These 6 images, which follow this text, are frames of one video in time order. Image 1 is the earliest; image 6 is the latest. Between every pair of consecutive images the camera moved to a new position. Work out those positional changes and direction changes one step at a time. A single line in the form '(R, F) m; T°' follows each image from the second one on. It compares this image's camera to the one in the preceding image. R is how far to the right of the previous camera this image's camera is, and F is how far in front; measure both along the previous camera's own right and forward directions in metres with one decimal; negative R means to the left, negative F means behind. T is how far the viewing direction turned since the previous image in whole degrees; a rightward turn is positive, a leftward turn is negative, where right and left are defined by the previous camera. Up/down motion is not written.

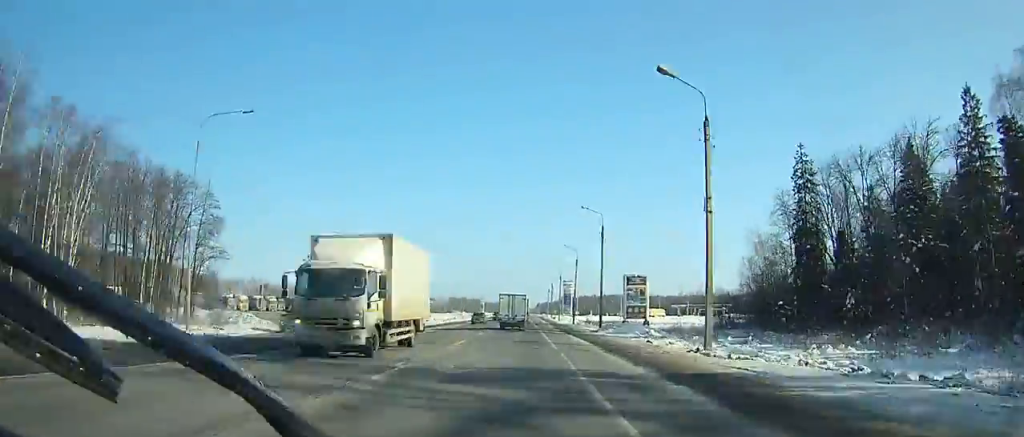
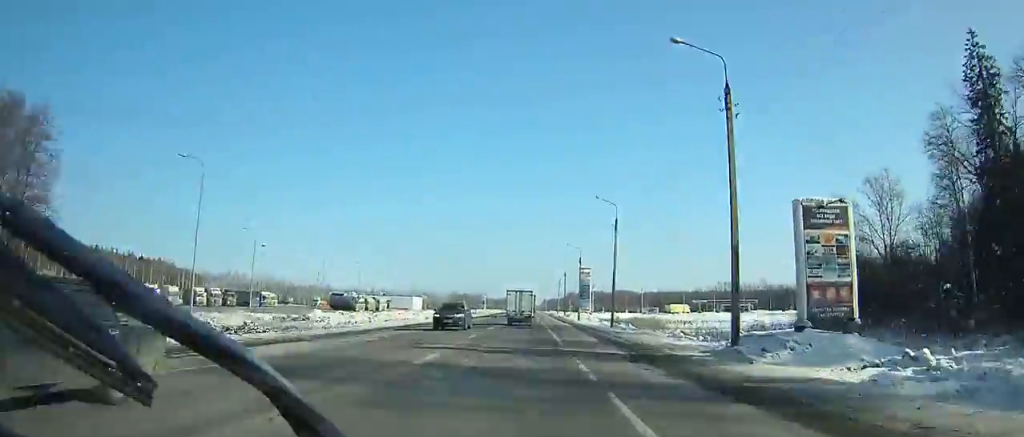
(-0.1, +33.0) m; 0°
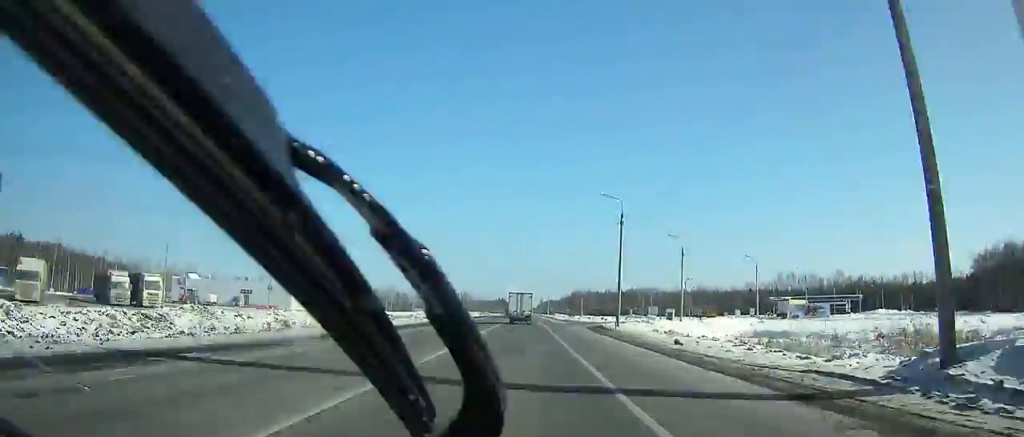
(+0.2, +110.2) m; 0°
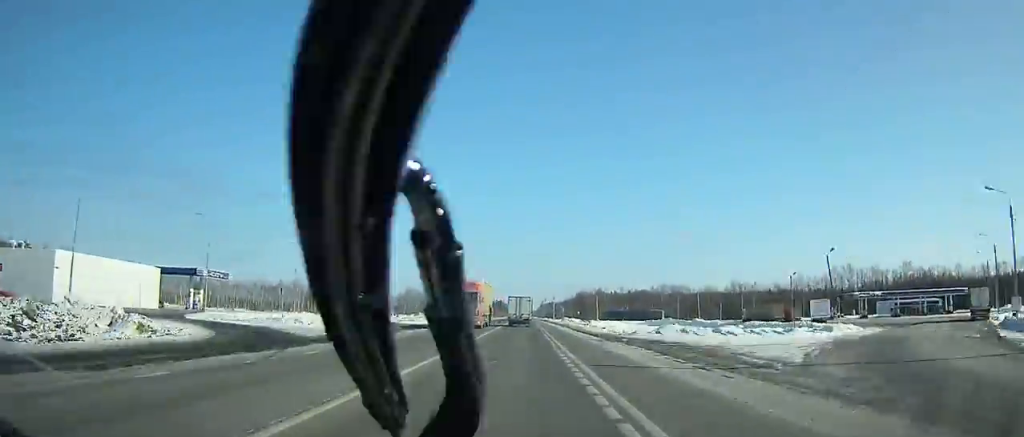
(0.0, +59.9) m; 0°
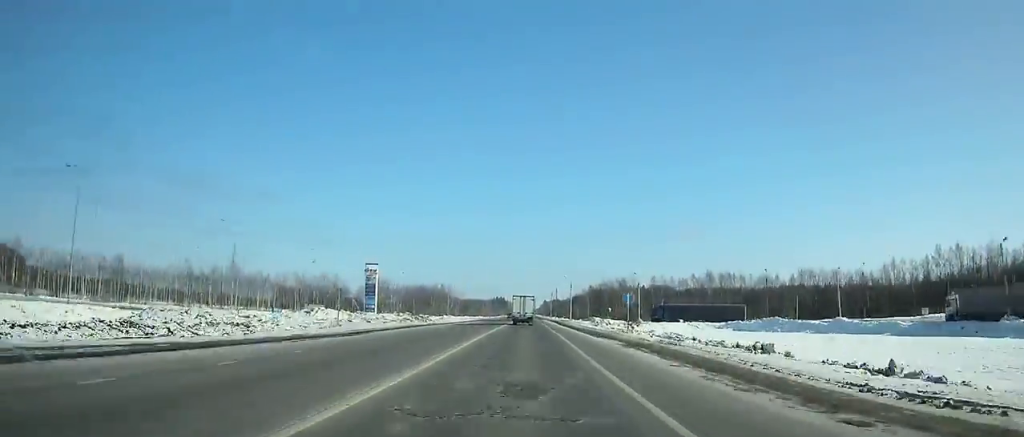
(-0.1, +69.9) m; 0°
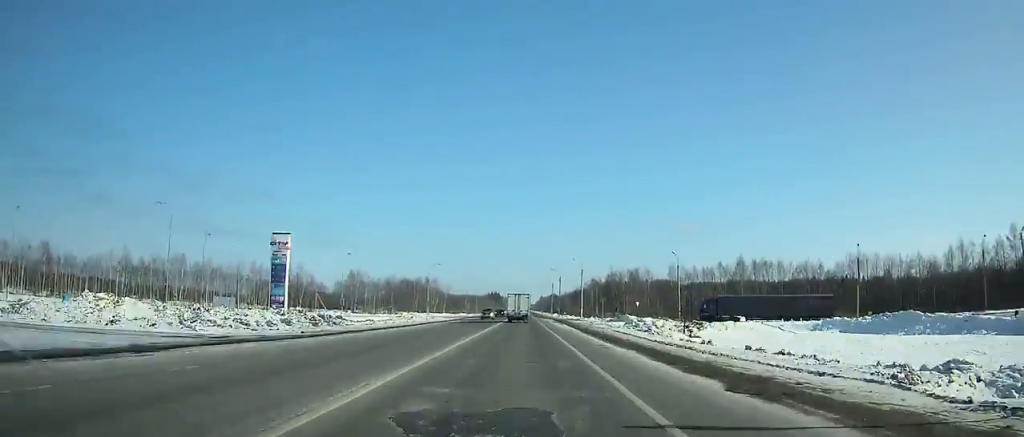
(+0.2, +36.6) m; 0°
